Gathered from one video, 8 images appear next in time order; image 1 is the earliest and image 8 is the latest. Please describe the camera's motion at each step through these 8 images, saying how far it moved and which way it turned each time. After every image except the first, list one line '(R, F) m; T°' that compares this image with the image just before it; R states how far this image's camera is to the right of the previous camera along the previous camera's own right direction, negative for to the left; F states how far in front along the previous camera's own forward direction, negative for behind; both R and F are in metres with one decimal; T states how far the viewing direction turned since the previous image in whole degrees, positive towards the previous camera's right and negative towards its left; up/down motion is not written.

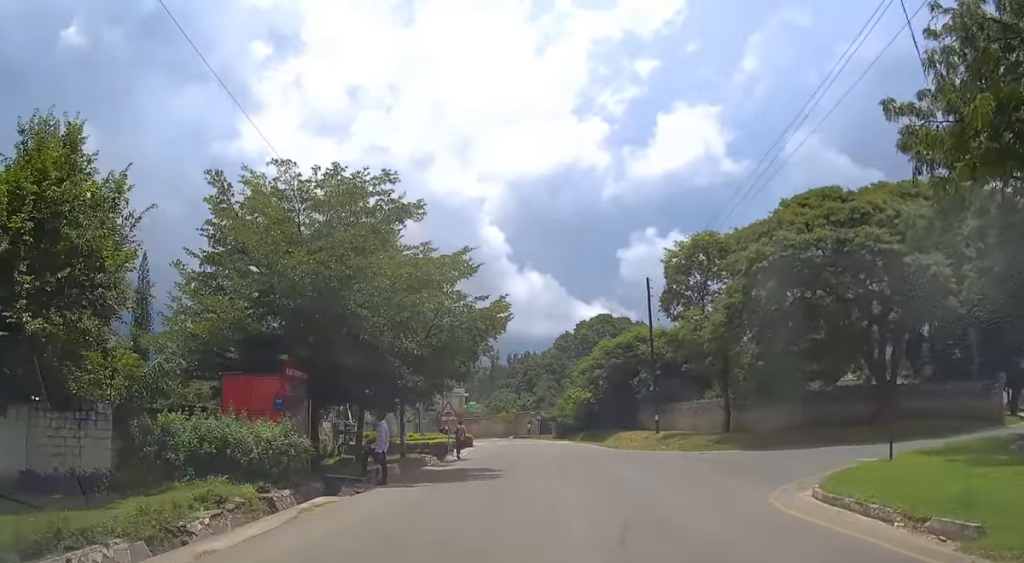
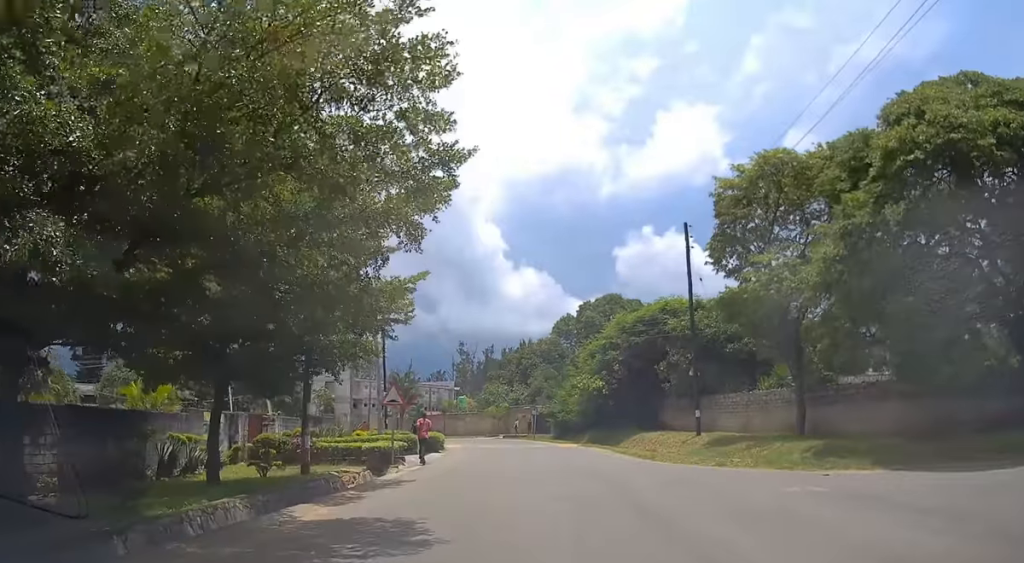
(+0.1, +12.9) m; +1°
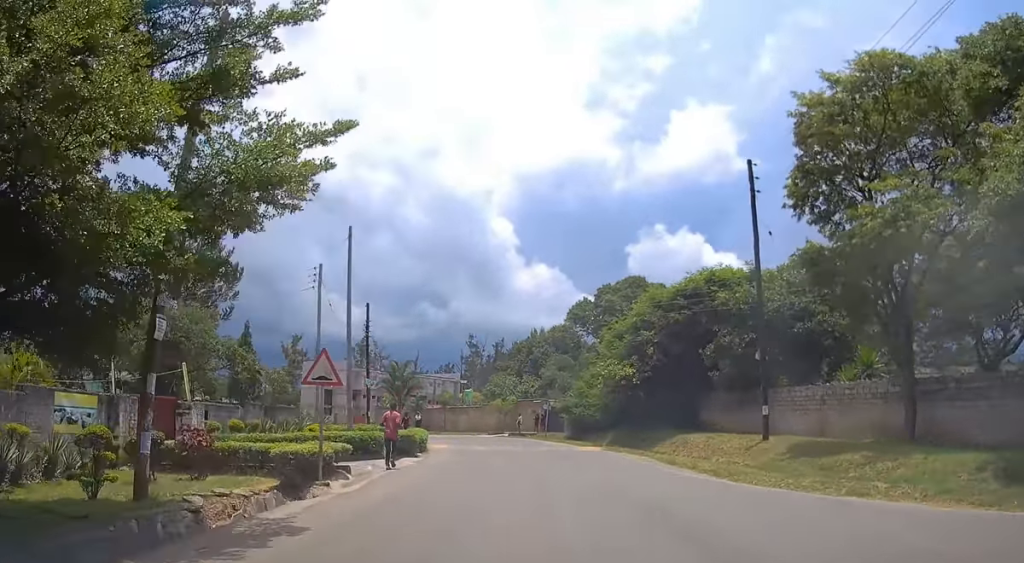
(+0.1, +8.8) m; -1°
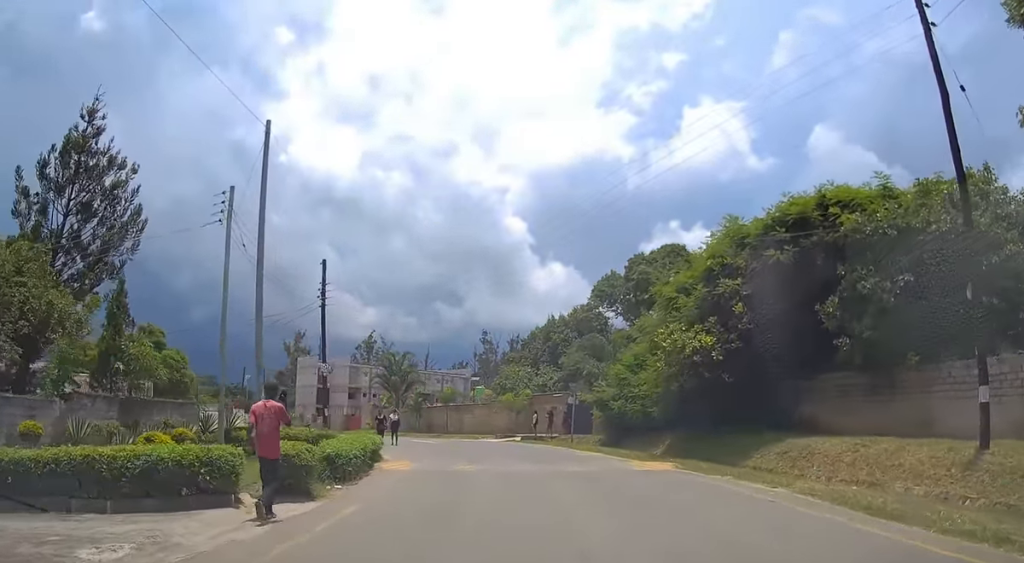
(-0.3, +12.8) m; -2°
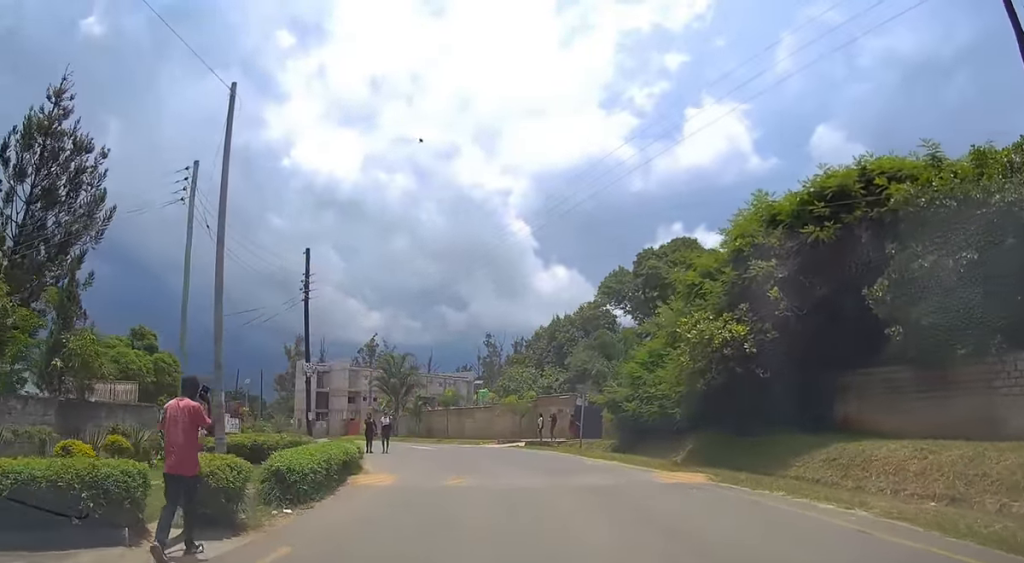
(0.0, +3.3) m; 0°
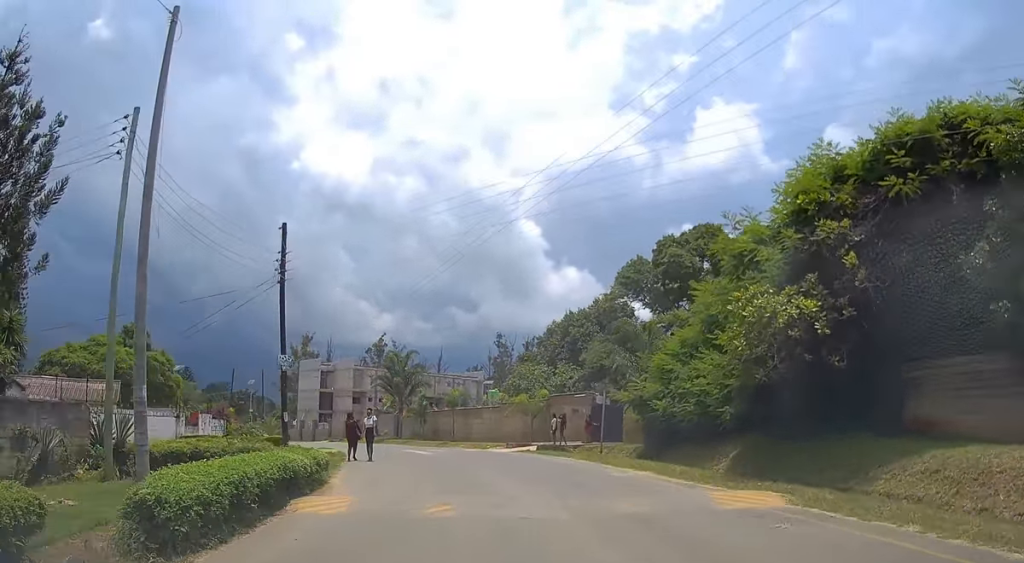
(0.0, +4.4) m; -1°
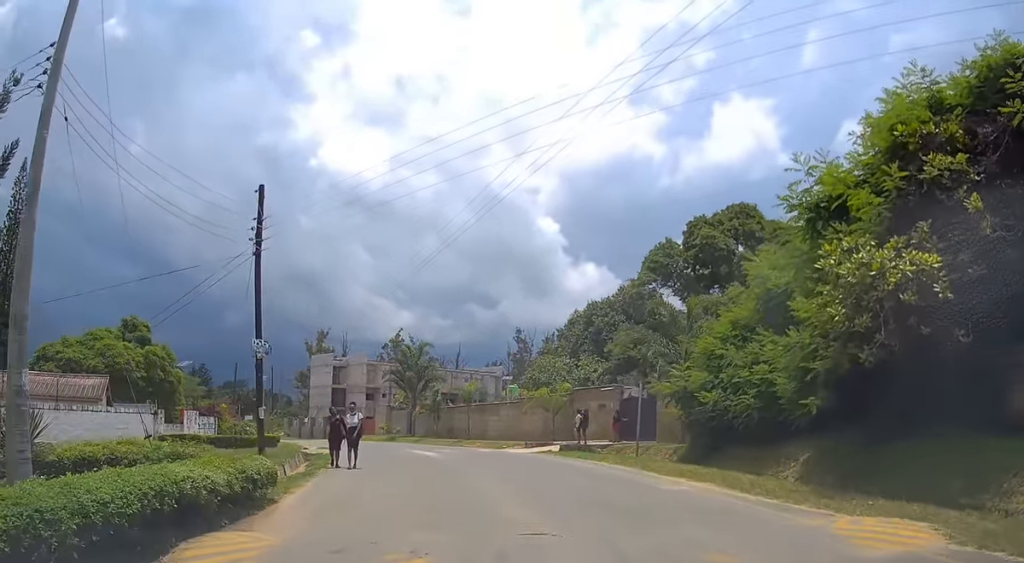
(0.0, +4.7) m; -1°
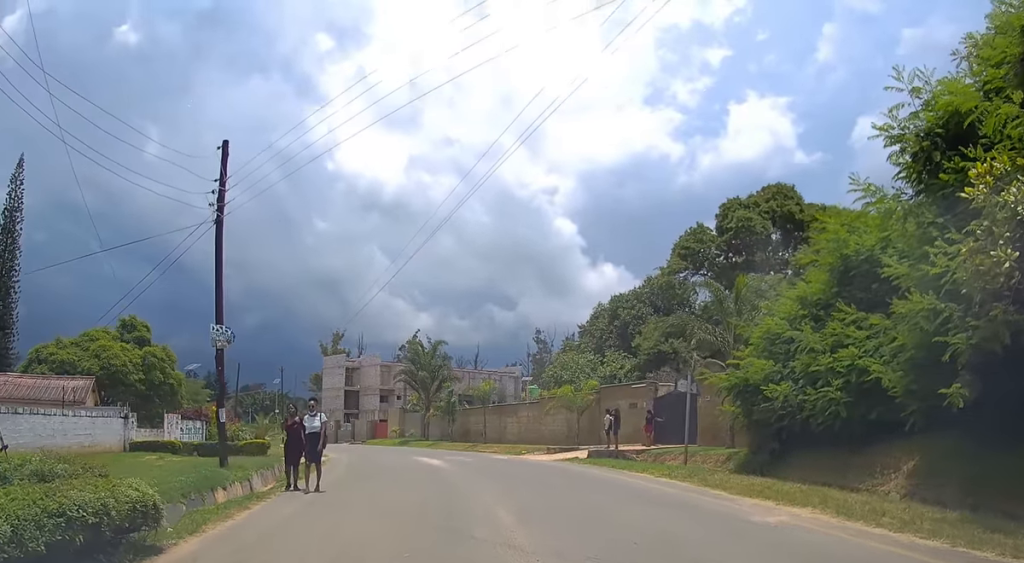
(-0.1, +5.3) m; -1°
